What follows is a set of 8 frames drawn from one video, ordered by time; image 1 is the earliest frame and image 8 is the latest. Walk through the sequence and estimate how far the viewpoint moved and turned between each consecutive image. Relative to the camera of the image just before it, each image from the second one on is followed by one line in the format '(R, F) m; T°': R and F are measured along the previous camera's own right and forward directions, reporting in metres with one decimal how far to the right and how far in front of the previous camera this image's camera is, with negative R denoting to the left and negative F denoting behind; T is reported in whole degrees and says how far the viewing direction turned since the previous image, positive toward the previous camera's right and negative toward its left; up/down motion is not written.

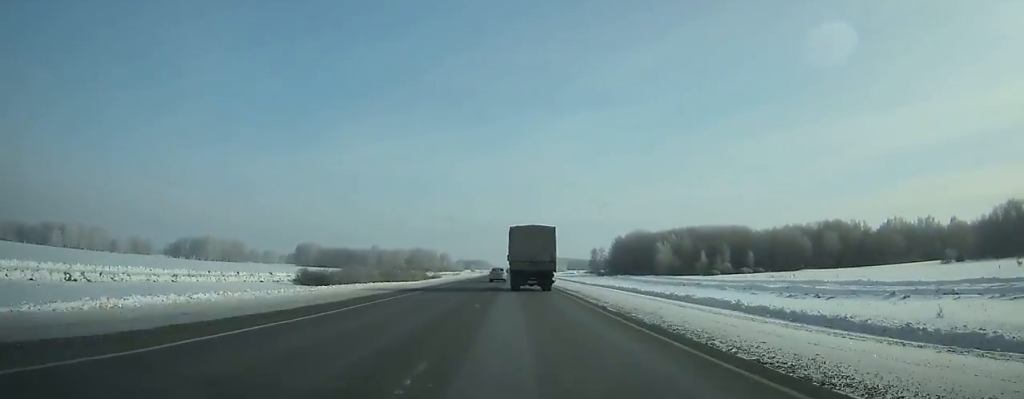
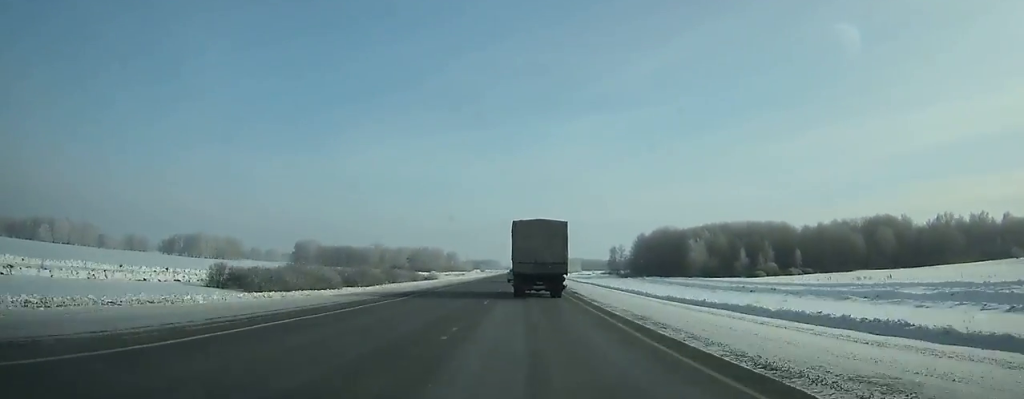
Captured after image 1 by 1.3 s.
(0.0, +29.8) m; 0°
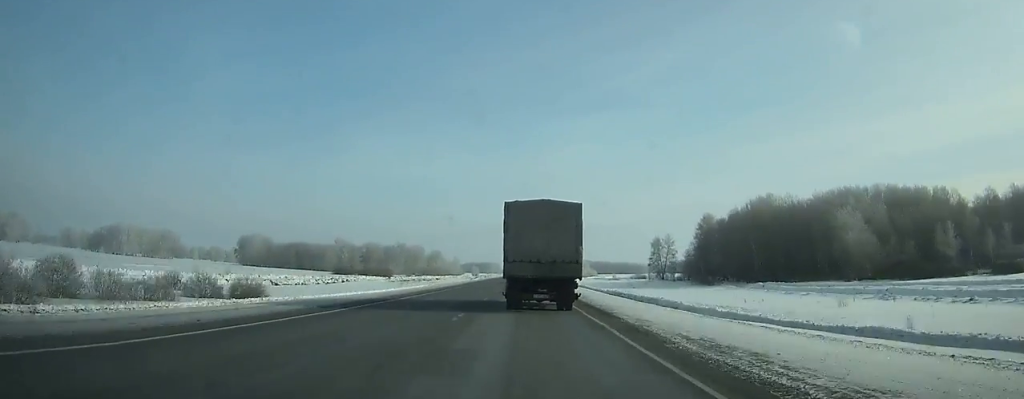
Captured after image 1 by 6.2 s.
(0.0, +102.2) m; 0°
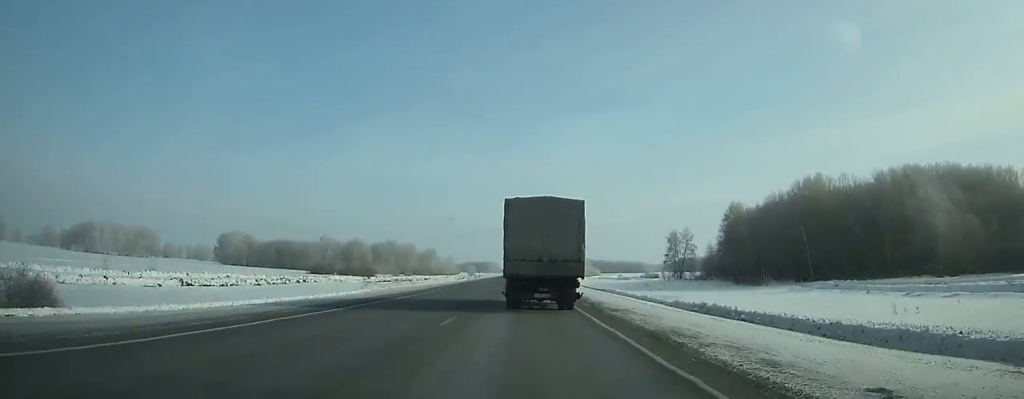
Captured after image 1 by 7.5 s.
(0.0, +26.1) m; 0°
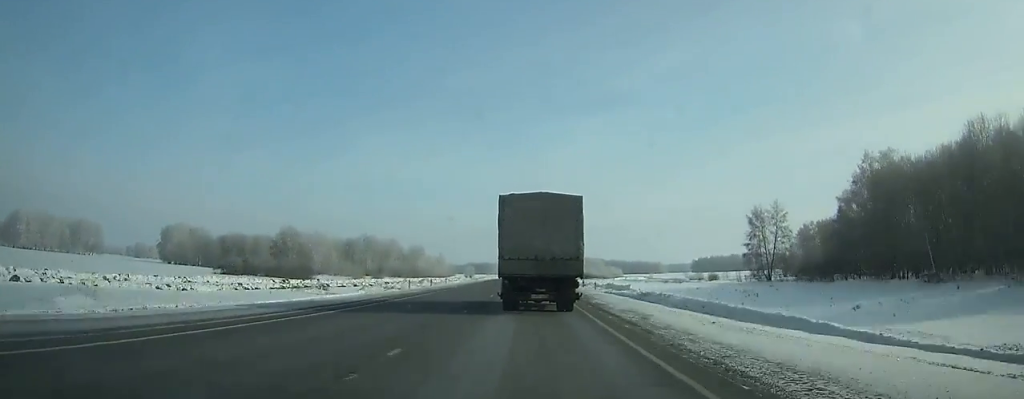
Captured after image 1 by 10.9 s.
(-0.1, +66.4) m; 0°
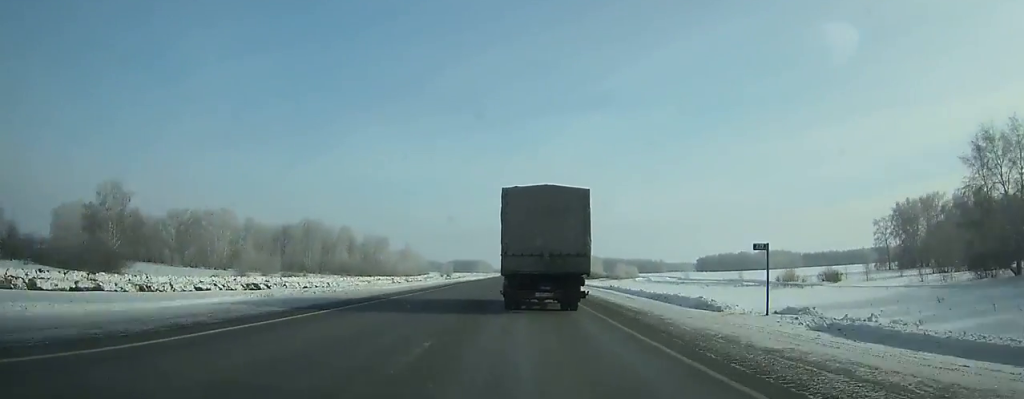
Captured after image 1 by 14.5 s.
(+0.2, +69.5) m; 0°
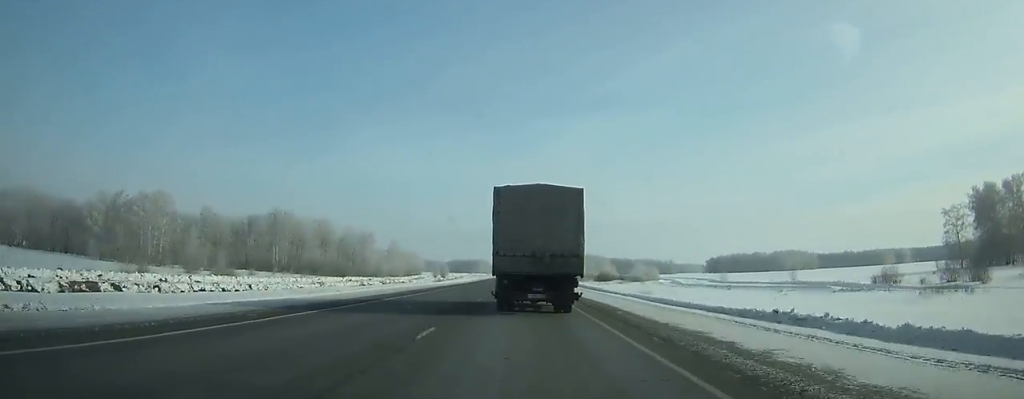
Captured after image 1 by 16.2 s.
(-0.1, +32.8) m; 0°
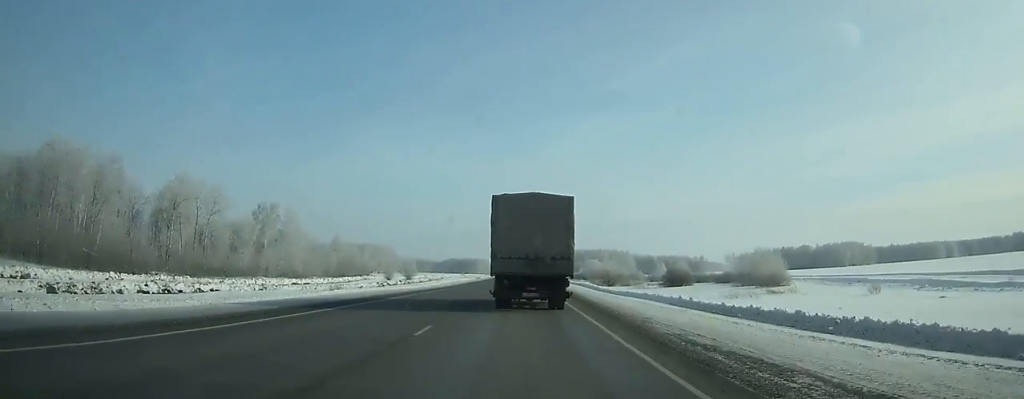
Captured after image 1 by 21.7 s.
(-0.3, +108.7) m; -1°
